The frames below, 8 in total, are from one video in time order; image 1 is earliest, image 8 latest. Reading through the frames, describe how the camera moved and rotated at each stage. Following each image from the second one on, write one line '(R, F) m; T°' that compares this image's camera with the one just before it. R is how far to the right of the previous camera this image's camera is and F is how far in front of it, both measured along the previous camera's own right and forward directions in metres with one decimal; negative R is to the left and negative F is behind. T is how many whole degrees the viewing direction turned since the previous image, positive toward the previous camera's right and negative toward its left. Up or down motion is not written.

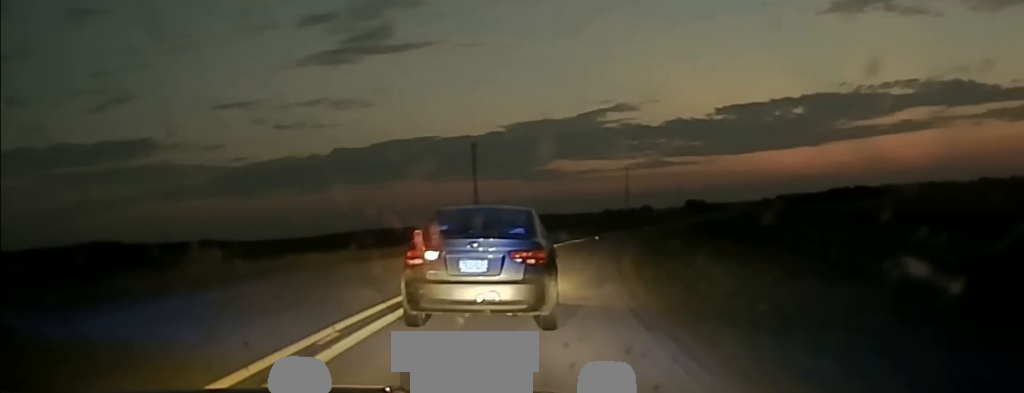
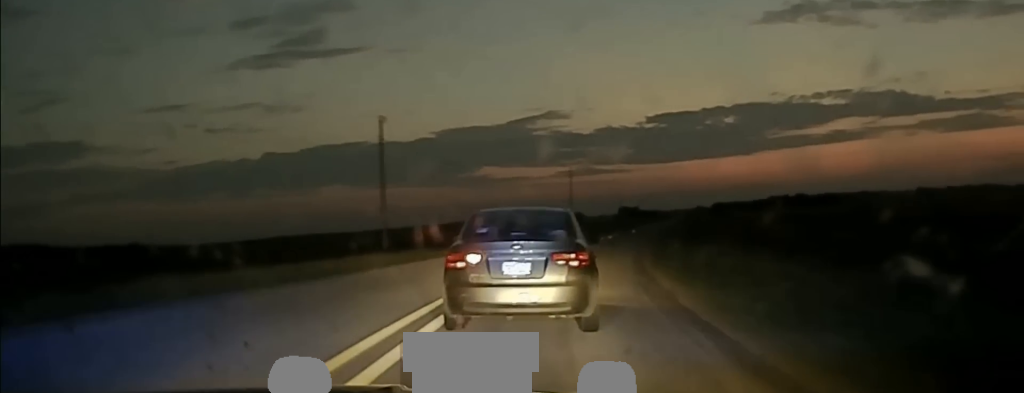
(+1.1, +19.2) m; +5°
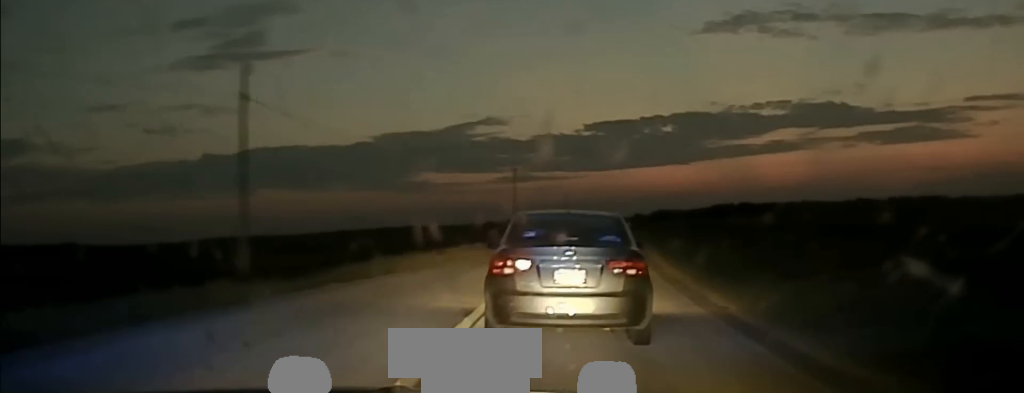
(+0.7, +18.9) m; +4°
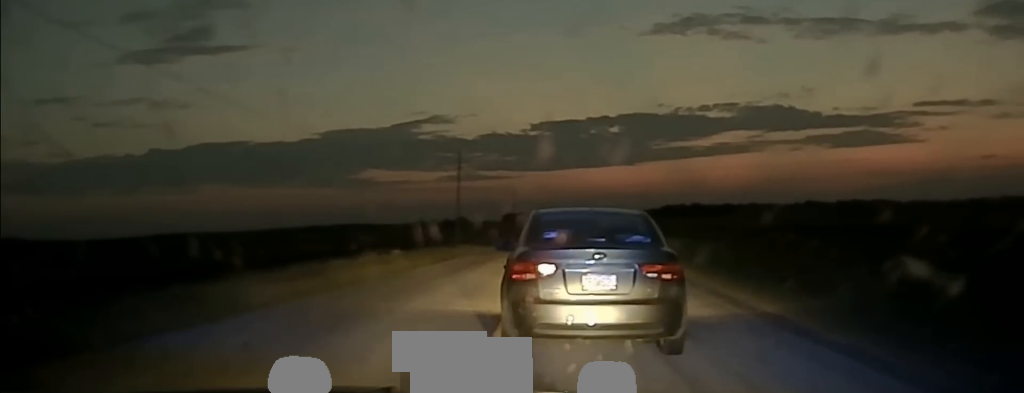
(+0.2, +15.9) m; +2°
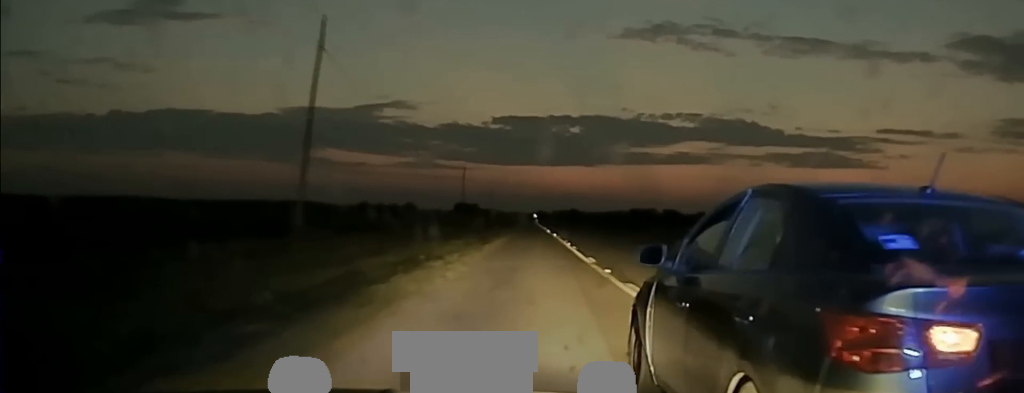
(+2.9, +57.7) m; +4°
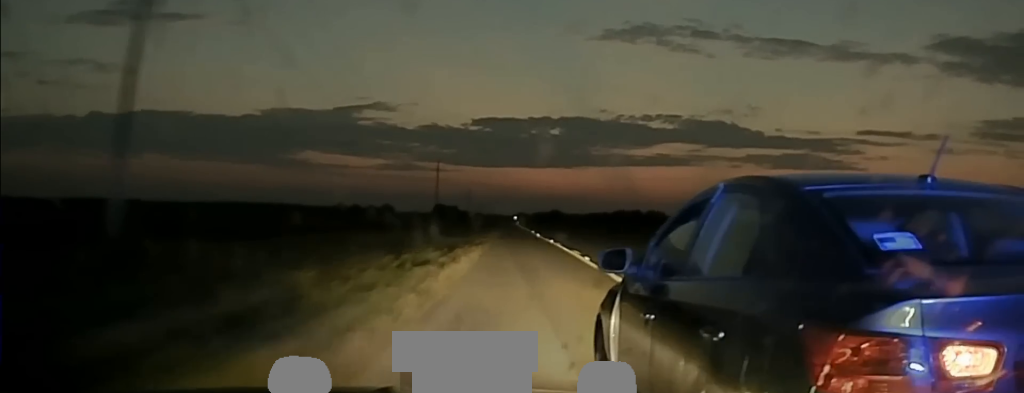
(0.0, +17.7) m; +1°
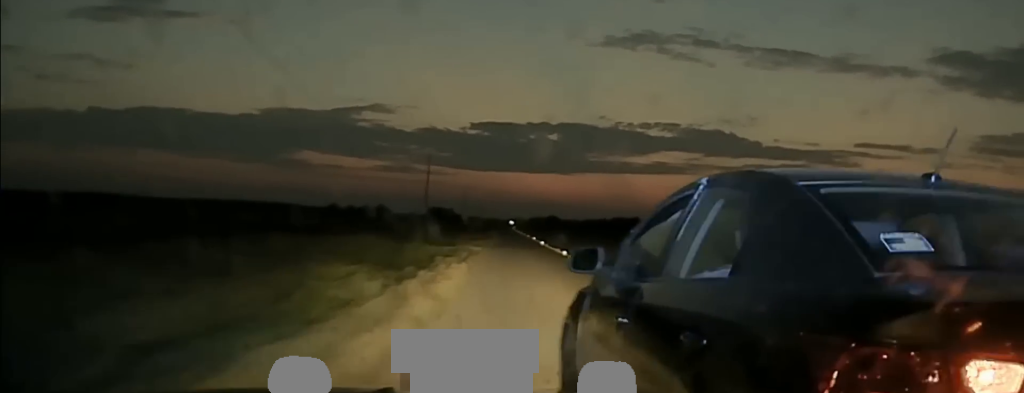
(+0.3, +13.0) m; +1°
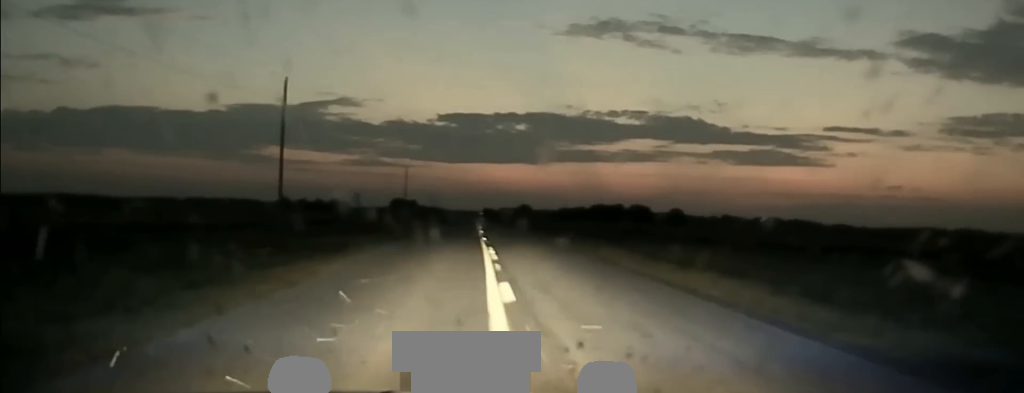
(+1.1, +58.6) m; 0°
